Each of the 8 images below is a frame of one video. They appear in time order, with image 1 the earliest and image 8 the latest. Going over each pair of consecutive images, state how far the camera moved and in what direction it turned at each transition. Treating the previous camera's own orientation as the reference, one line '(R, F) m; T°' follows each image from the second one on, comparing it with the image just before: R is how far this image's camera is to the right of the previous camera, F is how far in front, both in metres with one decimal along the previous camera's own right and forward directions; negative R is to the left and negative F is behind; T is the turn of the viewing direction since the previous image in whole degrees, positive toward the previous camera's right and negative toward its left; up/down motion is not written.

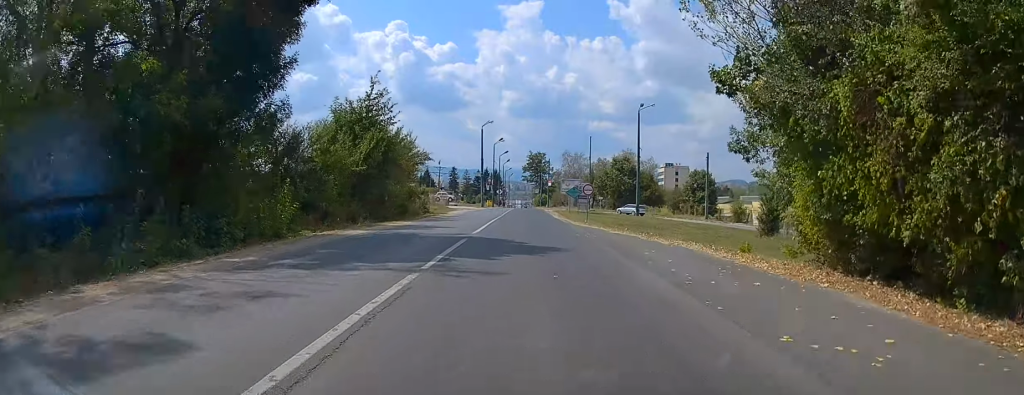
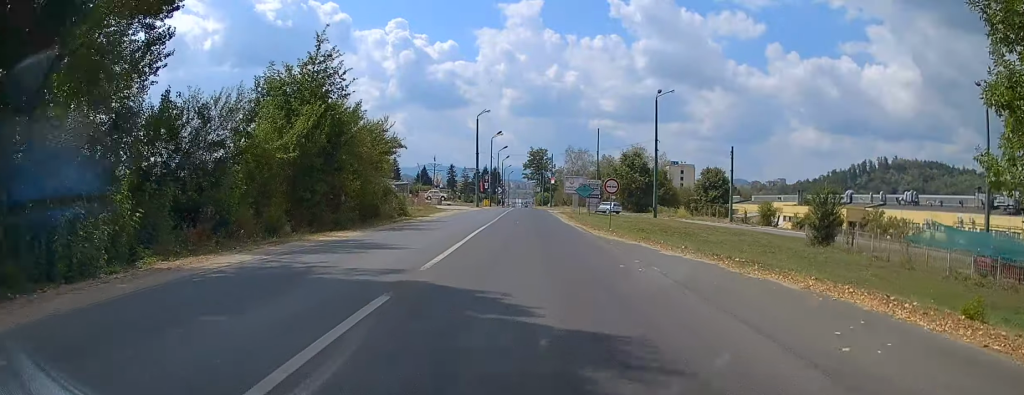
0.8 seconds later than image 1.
(0.0, +10.4) m; 0°
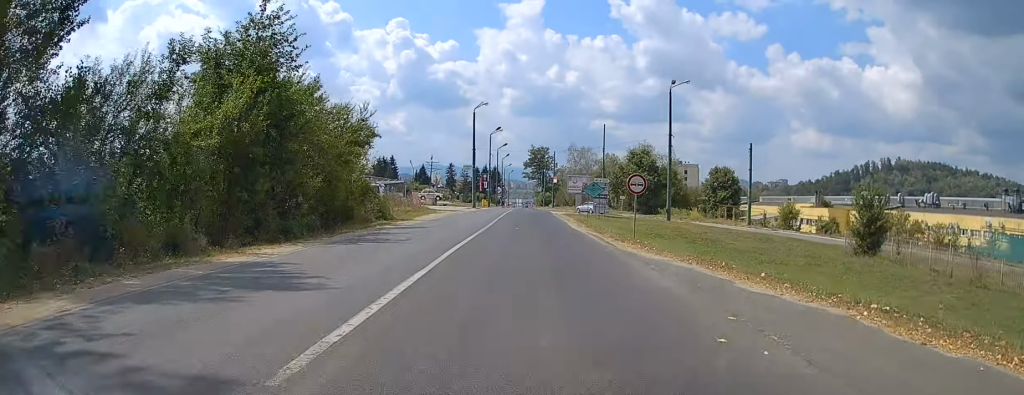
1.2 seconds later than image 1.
(+0.1, +6.3) m; 0°
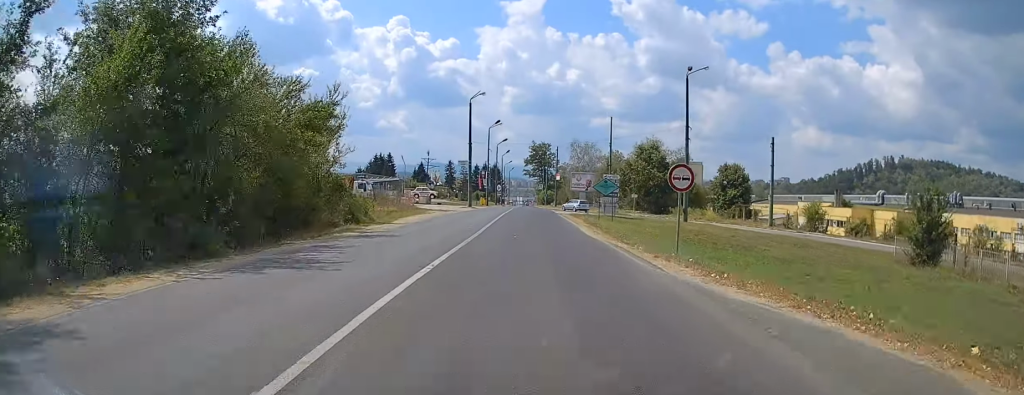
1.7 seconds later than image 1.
(0.0, +6.4) m; 0°
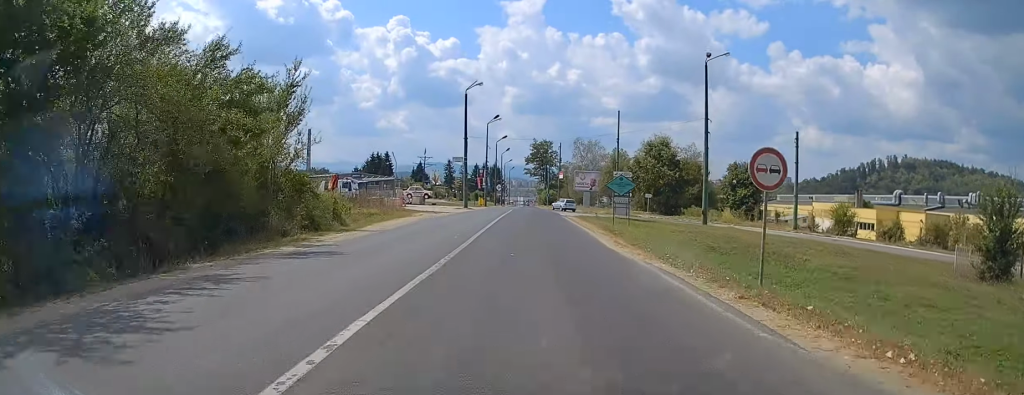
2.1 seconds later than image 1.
(0.0, +5.9) m; 0°
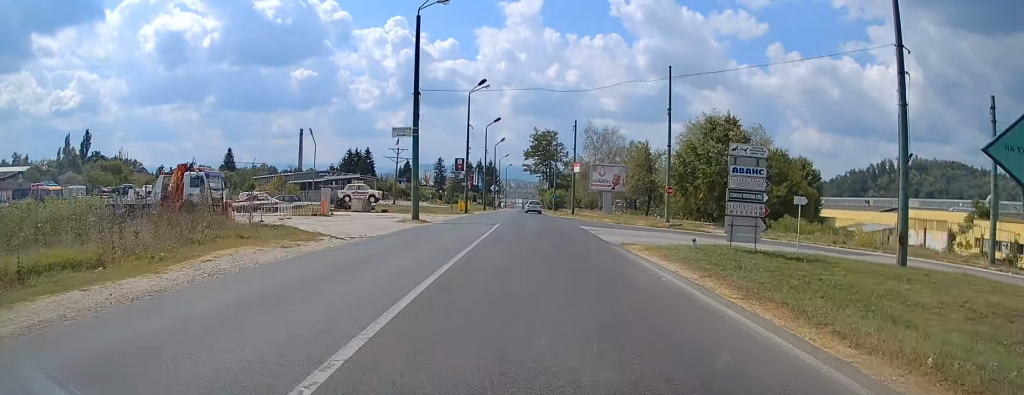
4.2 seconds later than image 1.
(+0.2, +28.2) m; +1°
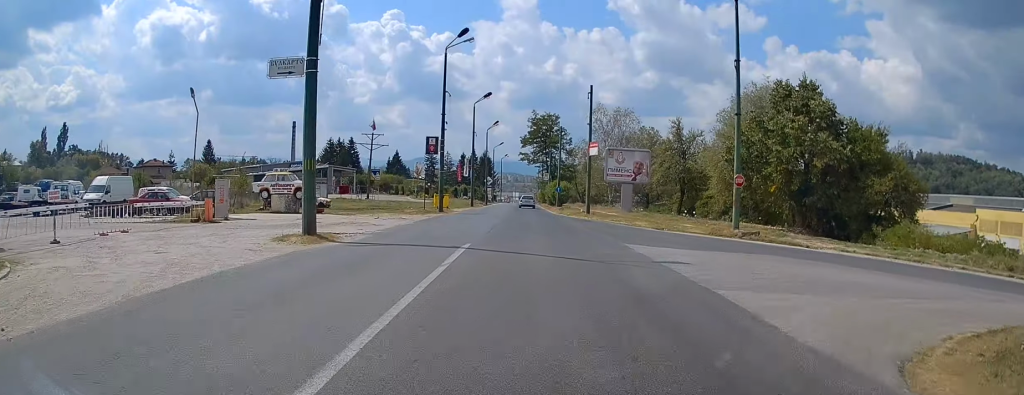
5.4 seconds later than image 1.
(-0.1, +16.8) m; -1°
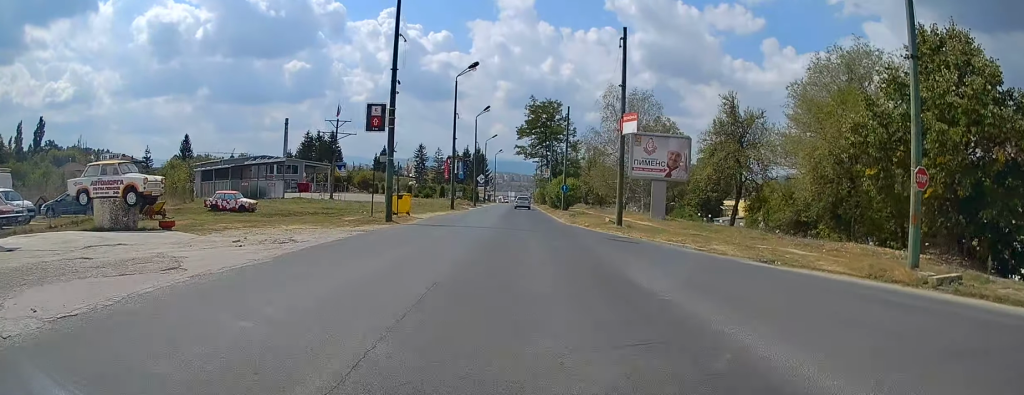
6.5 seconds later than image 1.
(-0.1, +16.3) m; +1°
